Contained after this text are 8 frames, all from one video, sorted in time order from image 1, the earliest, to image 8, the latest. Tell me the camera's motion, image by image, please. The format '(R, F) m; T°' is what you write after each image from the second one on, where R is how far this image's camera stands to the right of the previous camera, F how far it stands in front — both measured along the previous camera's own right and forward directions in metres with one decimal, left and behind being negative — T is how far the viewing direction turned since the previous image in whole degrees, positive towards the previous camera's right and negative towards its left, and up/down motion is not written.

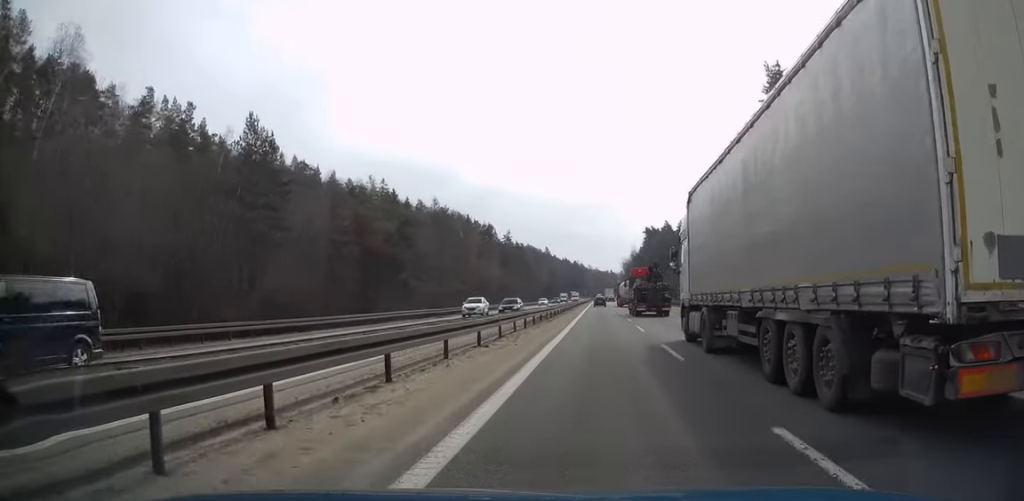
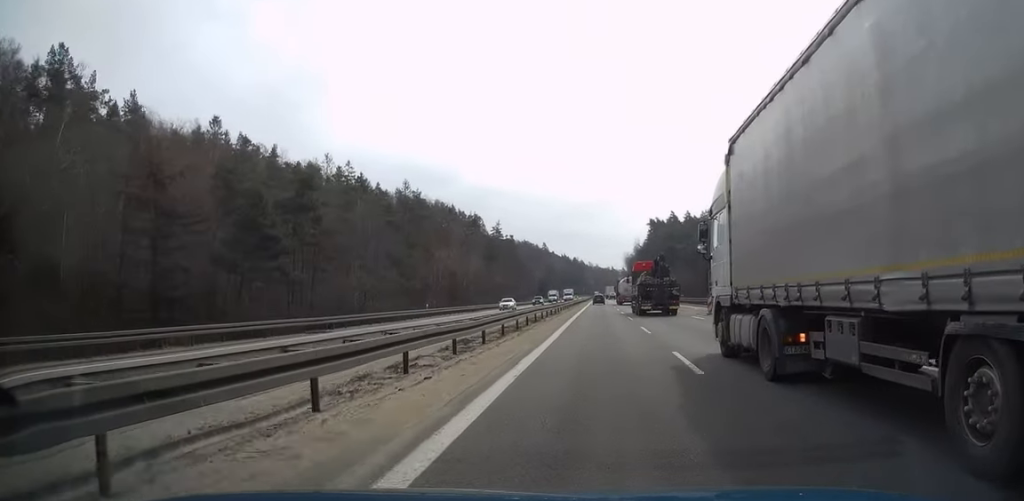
(-0.2, +26.6) m; 0°
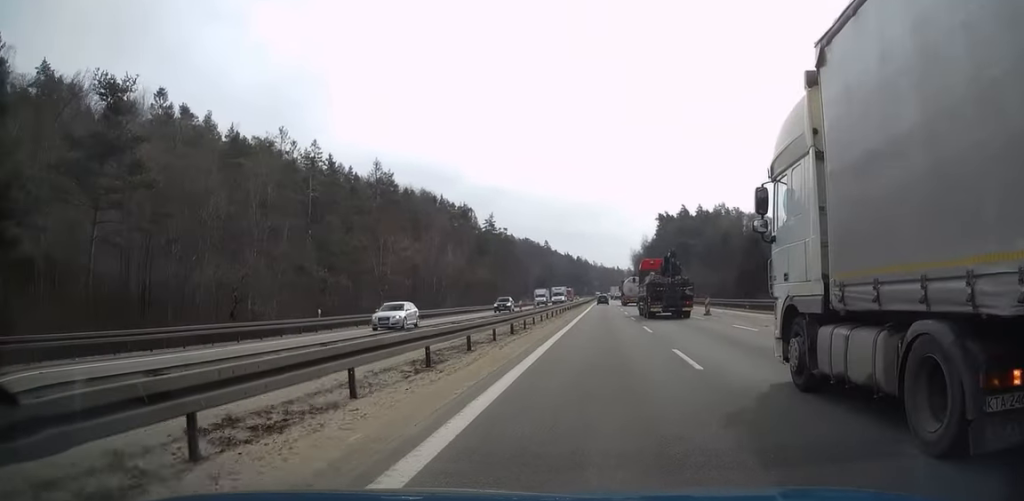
(+0.2, +22.8) m; 0°
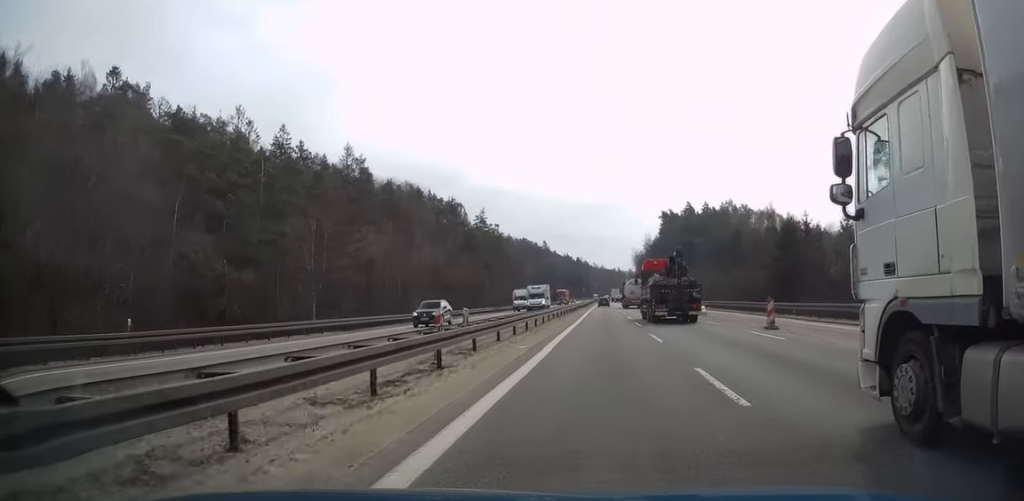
(-0.2, +15.3) m; -1°
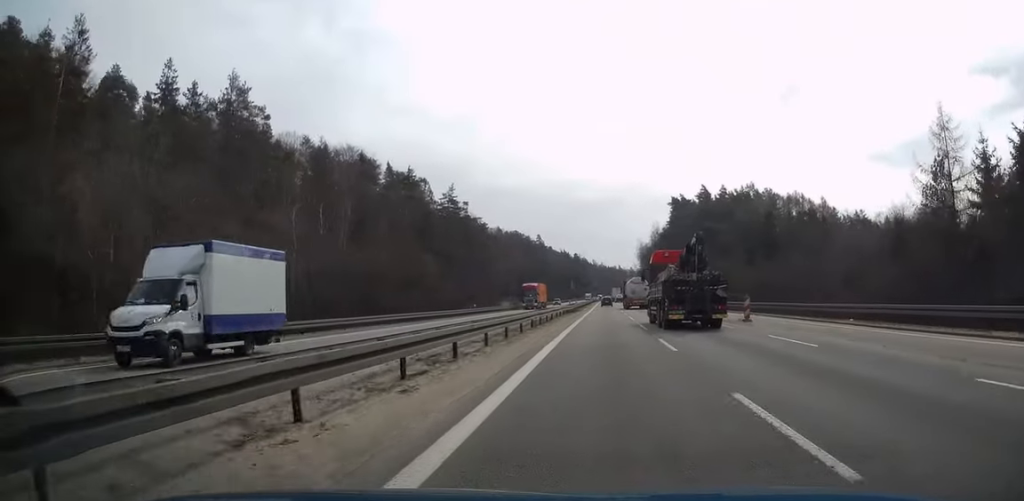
(+0.1, +38.6) m; 0°
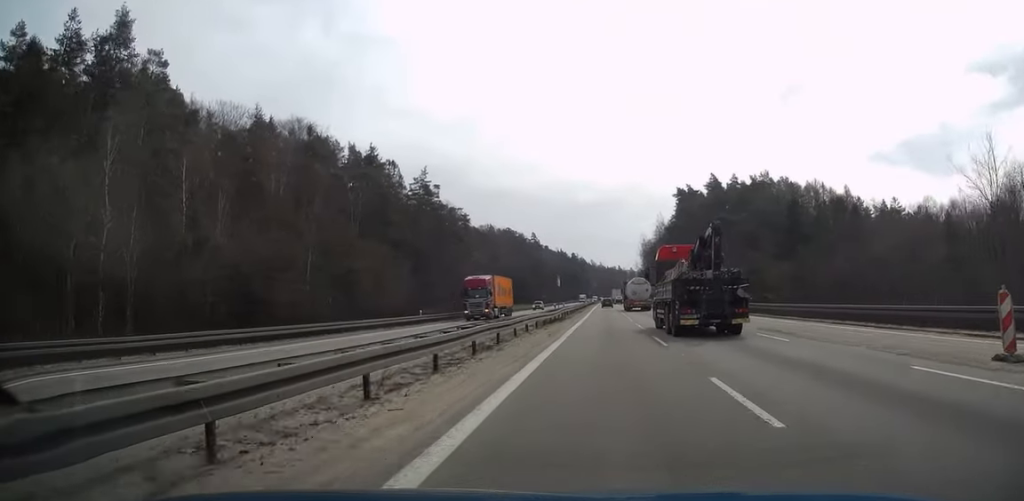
(+0.1, +22.0) m; 0°
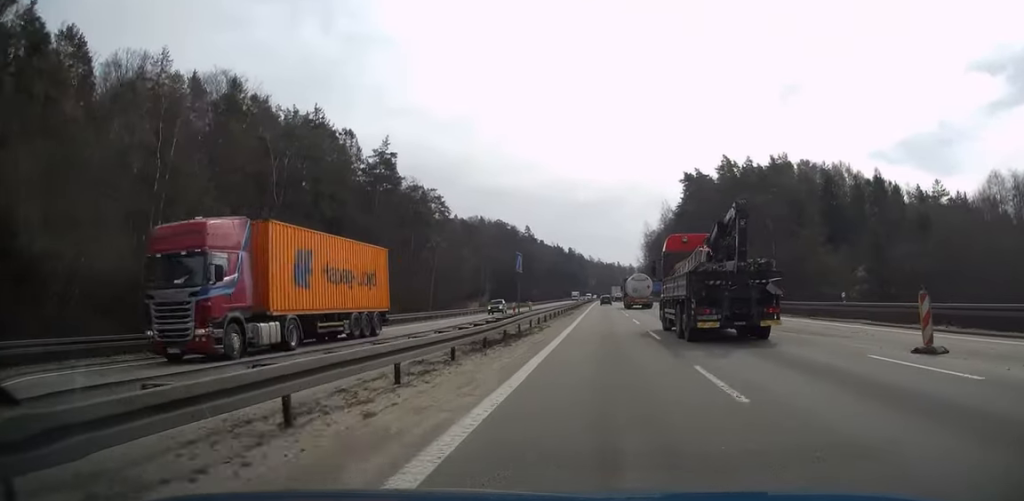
(-0.2, +22.4) m; 0°
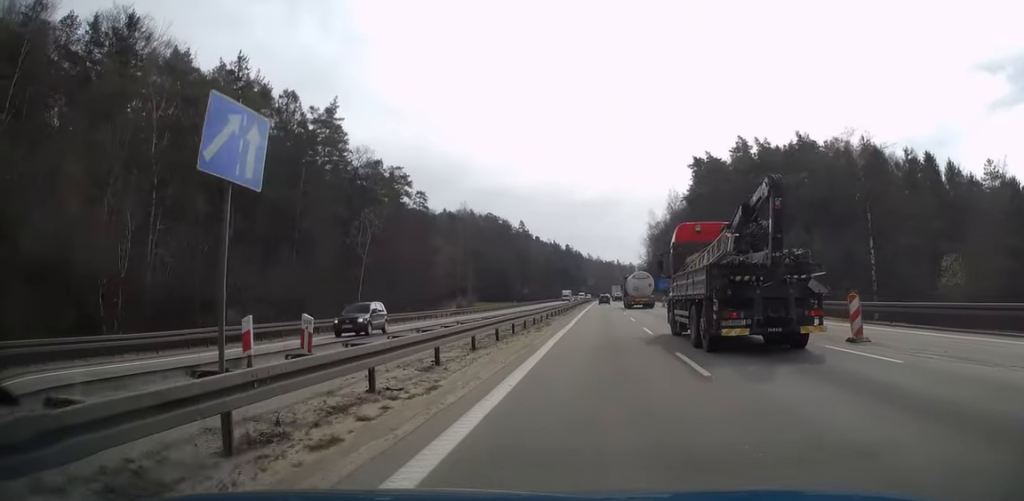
(0.0, +21.1) m; +1°
